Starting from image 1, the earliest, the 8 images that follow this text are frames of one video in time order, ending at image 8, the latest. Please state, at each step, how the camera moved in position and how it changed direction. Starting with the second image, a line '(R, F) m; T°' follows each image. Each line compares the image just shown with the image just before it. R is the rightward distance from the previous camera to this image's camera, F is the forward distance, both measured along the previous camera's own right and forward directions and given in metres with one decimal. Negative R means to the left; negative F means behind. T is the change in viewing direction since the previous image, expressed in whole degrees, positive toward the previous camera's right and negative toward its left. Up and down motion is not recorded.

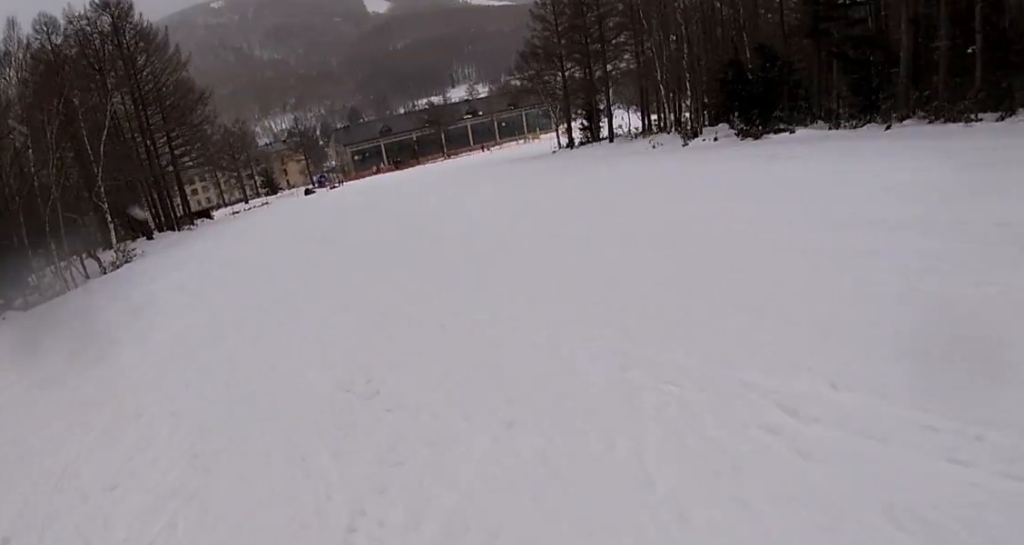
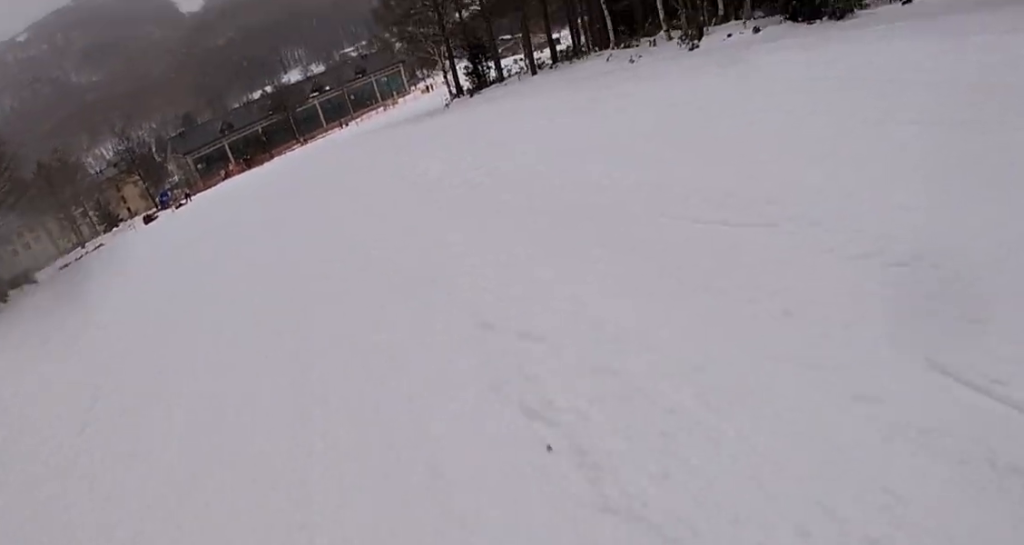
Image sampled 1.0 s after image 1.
(+2.3, +13.6) m; +22°
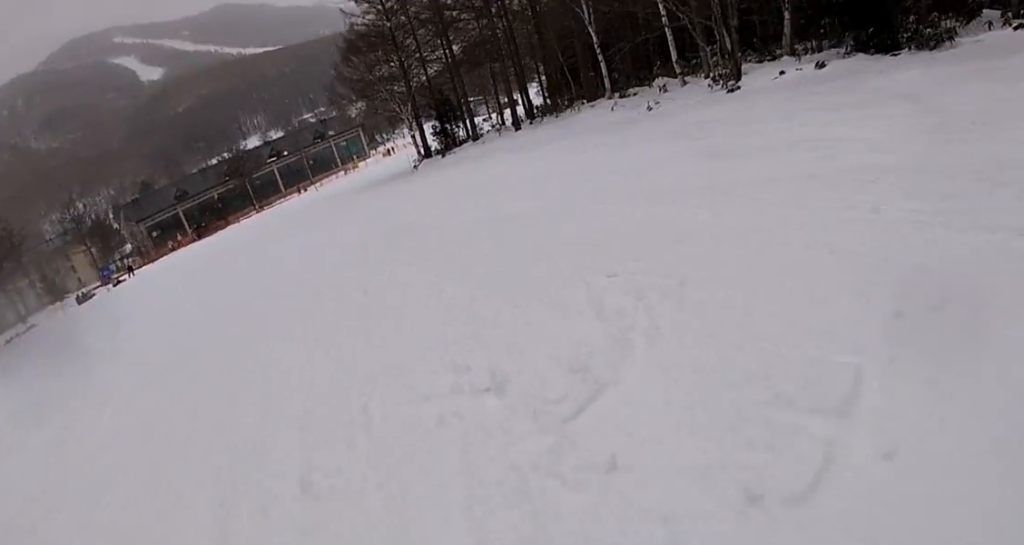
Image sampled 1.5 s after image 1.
(+1.3, +5.9) m; +7°
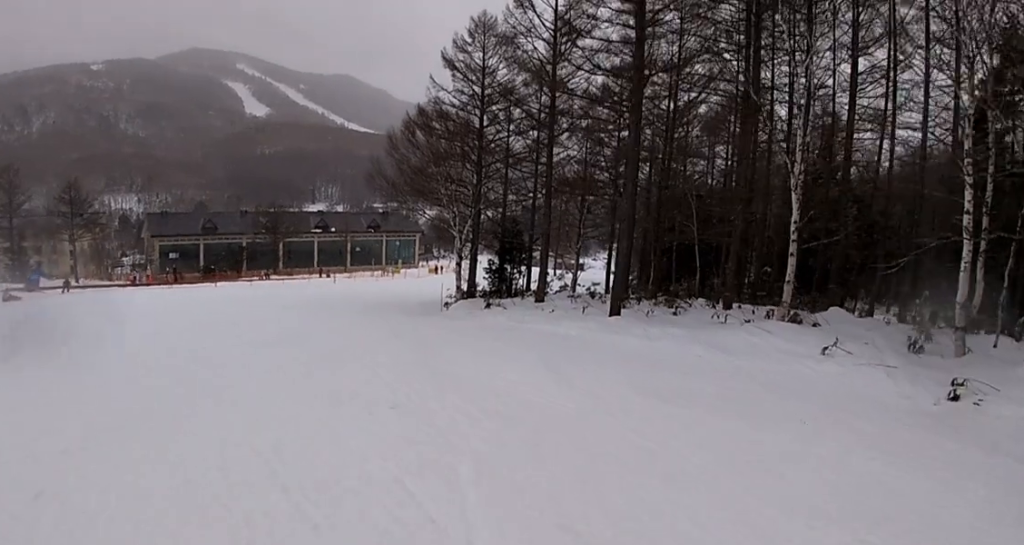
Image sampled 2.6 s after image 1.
(+1.5, +15.0) m; +2°
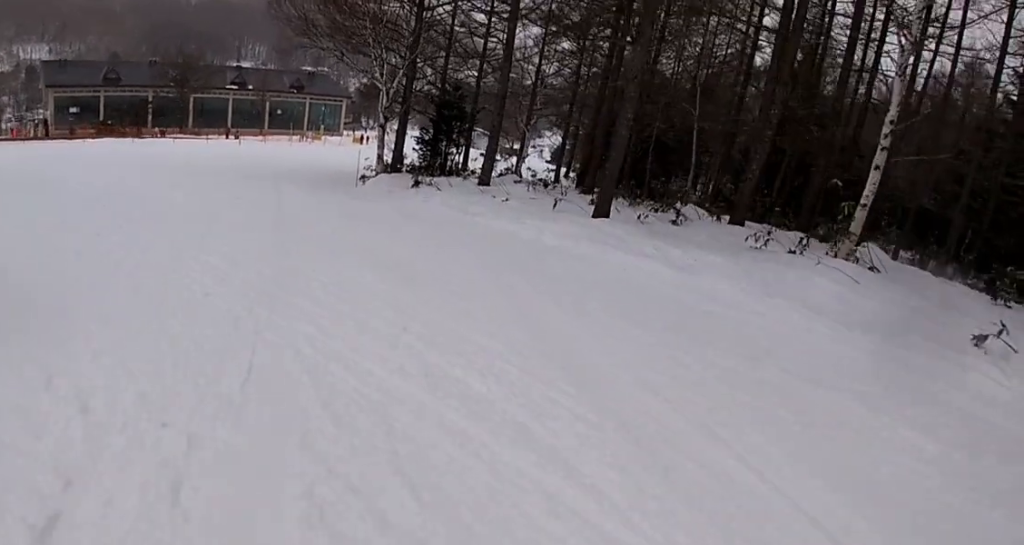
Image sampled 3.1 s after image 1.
(-0.2, +7.0) m; -5°
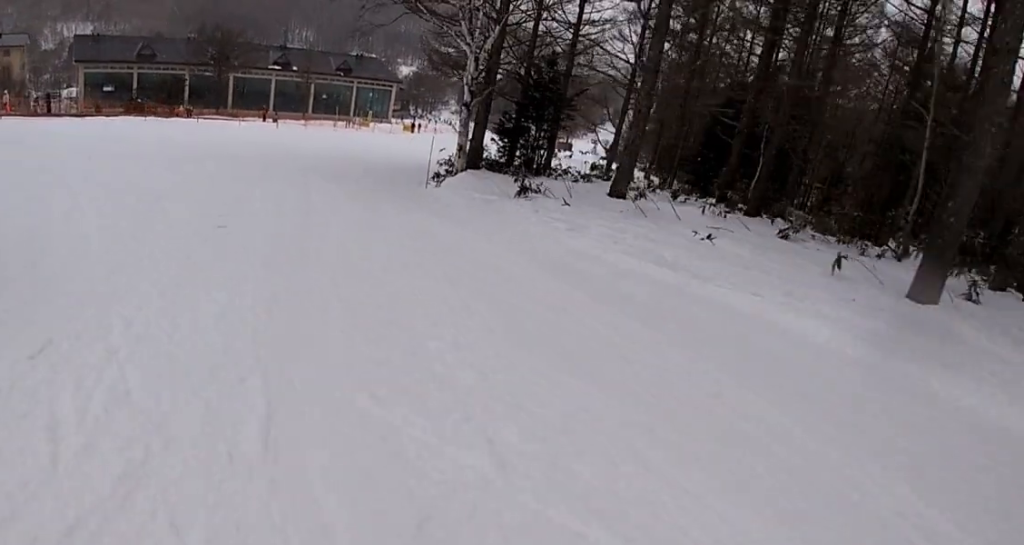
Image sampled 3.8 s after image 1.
(-0.2, +8.2) m; -8°
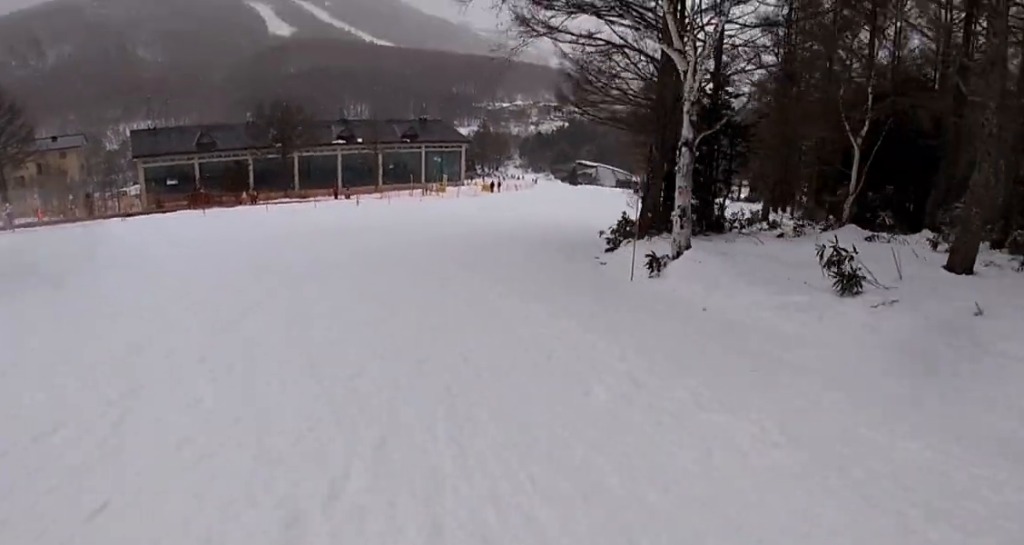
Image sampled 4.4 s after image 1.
(-1.0, +7.8) m; -4°
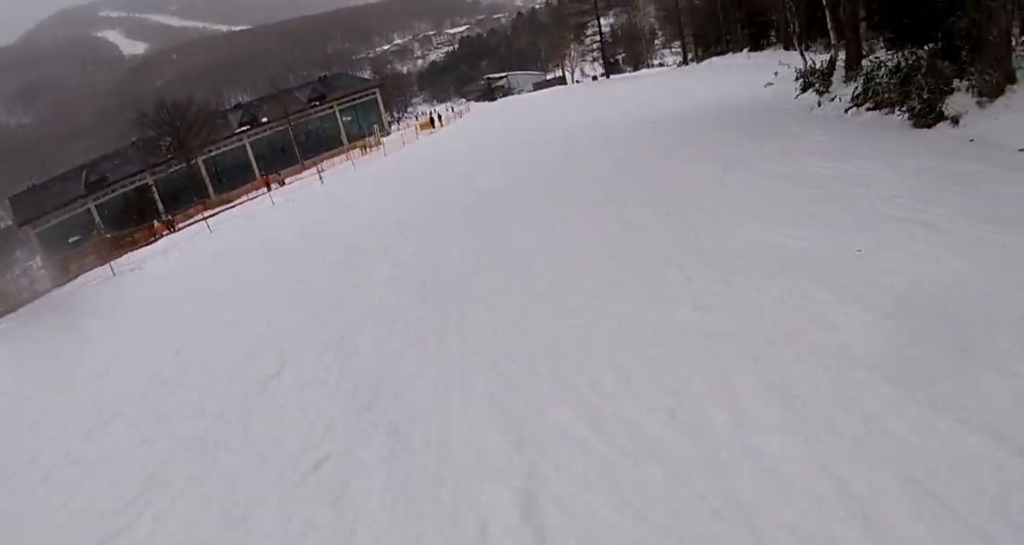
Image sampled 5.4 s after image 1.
(-0.5, +12.3) m; +8°
